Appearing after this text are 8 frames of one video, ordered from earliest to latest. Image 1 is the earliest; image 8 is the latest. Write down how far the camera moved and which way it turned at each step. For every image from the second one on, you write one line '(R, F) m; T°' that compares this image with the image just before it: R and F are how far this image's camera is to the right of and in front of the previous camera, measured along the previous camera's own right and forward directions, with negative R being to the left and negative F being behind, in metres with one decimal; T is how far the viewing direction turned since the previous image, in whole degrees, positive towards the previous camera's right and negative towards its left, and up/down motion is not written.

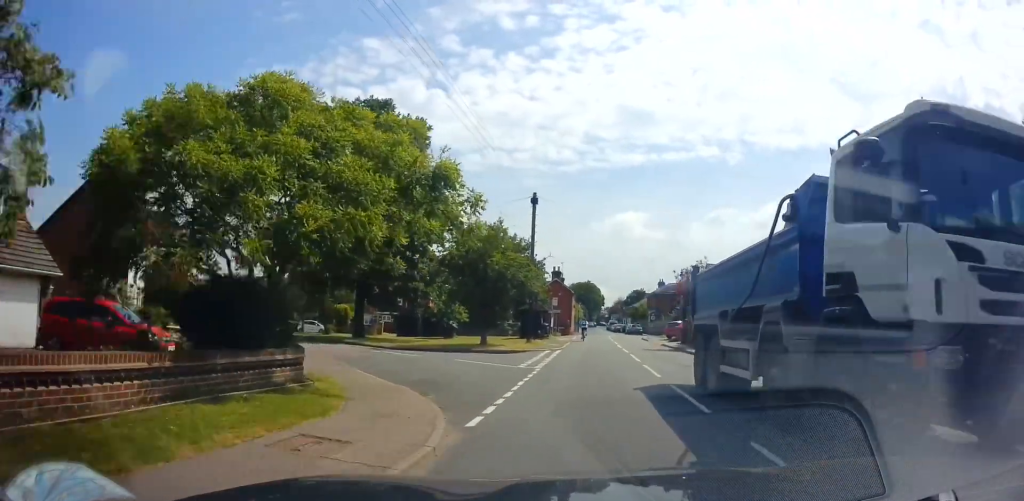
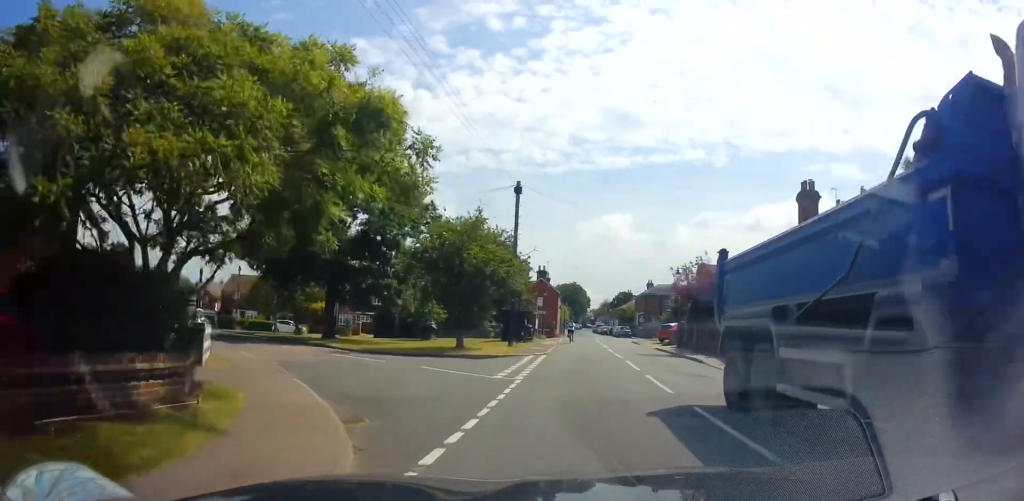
(-0.1, +3.0) m; +2°
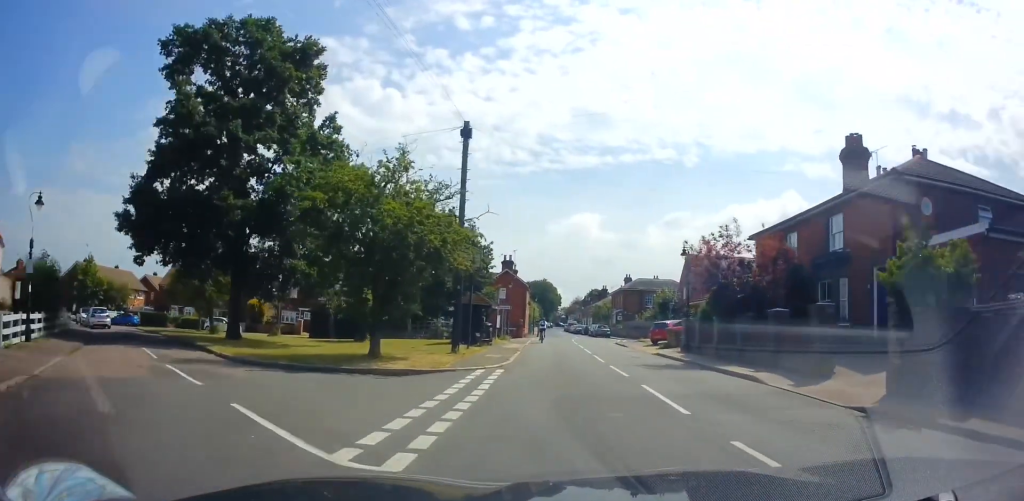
(+0.5, +8.4) m; +1°
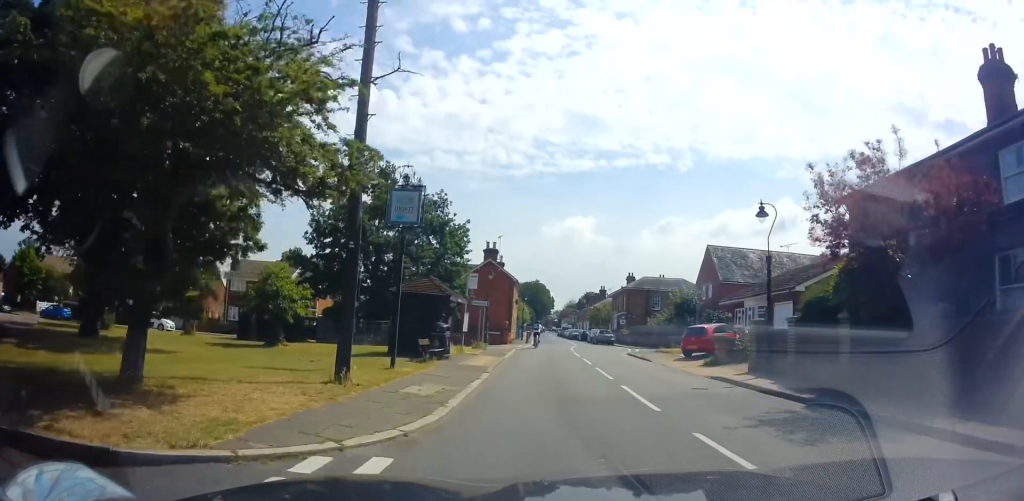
(-0.7, +10.4) m; -3°
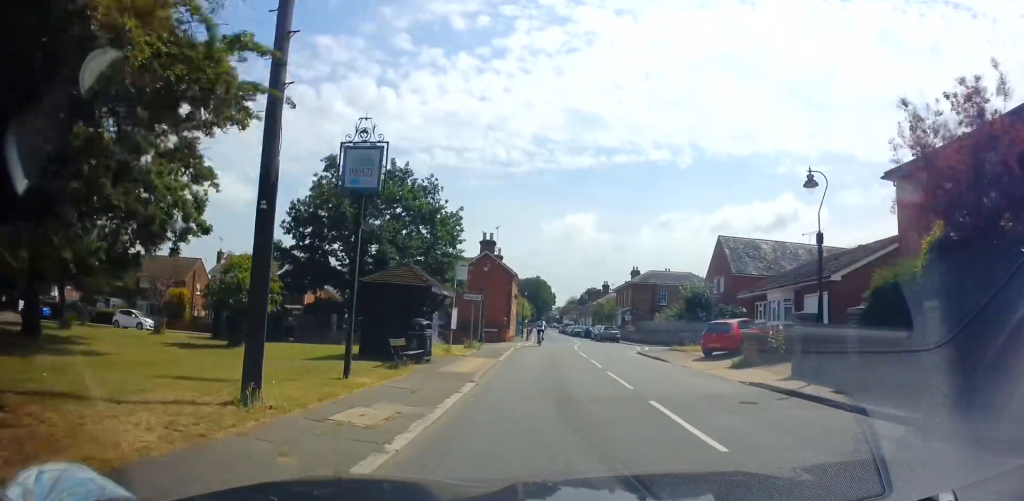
(-0.1, +3.2) m; +2°
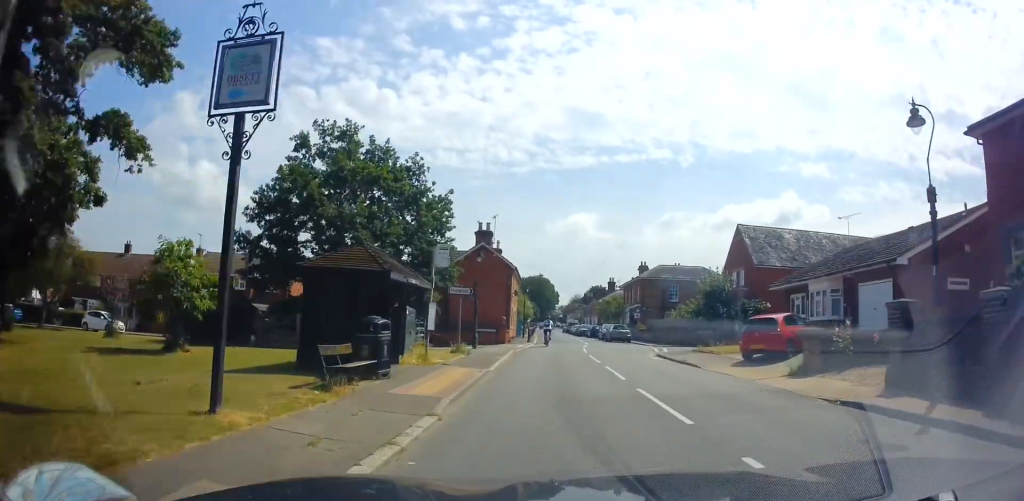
(+0.2, +4.5) m; +1°
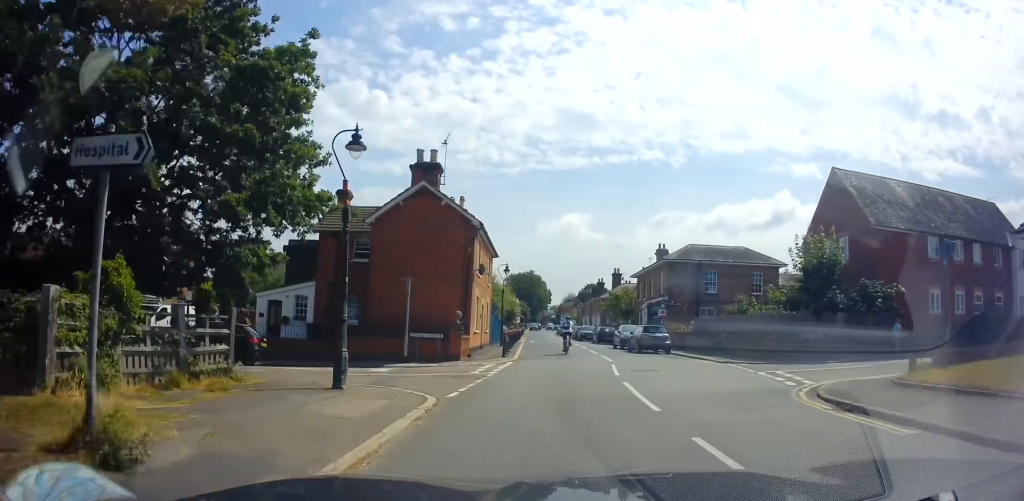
(+0.2, +16.7) m; 0°
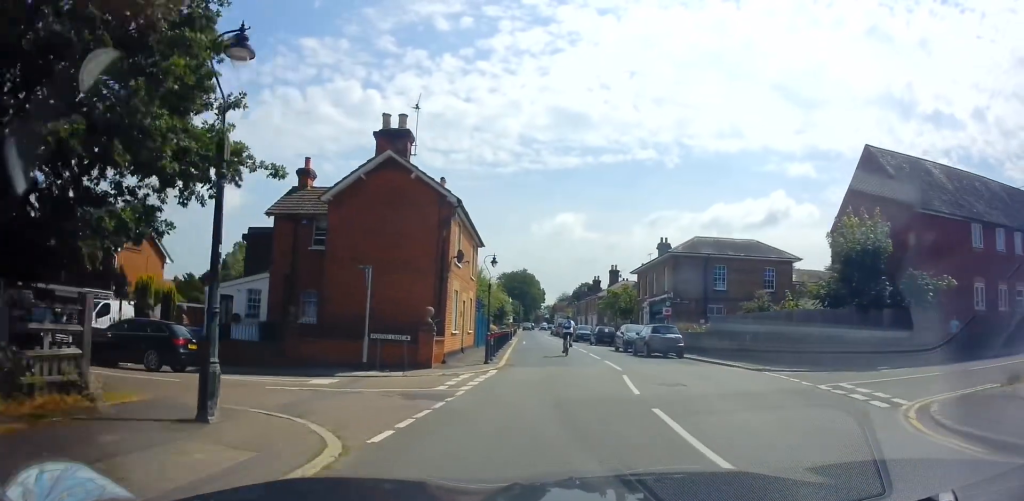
(-0.3, +3.8) m; 0°
